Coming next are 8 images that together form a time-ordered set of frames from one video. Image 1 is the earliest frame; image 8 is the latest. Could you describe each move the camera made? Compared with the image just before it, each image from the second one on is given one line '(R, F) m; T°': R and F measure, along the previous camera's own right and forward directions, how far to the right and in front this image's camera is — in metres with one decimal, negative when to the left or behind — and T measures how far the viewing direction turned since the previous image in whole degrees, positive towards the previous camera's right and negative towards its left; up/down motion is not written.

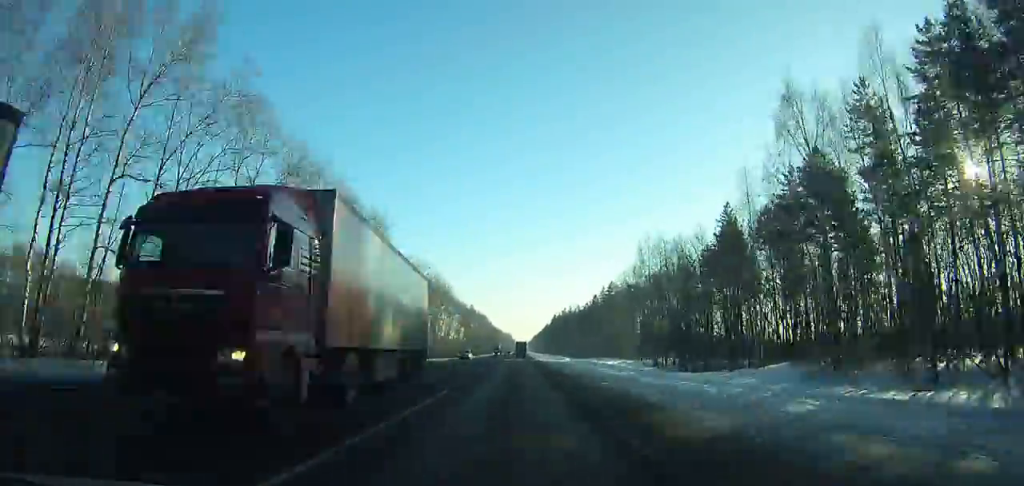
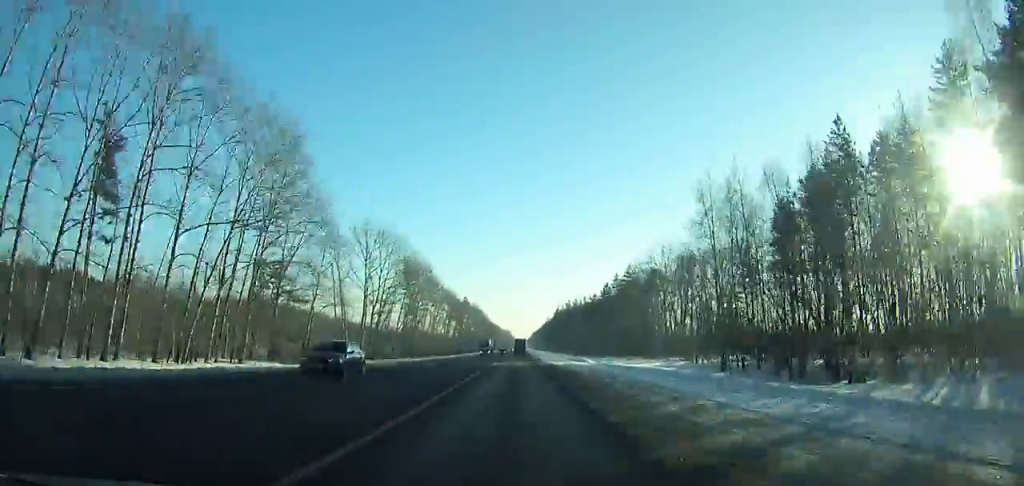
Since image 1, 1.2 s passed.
(-0.1, +30.8) m; 0°
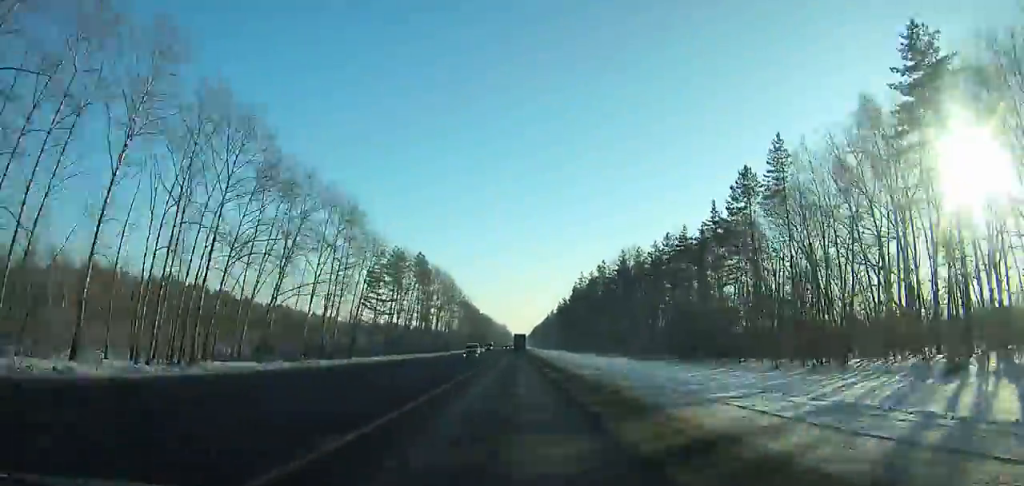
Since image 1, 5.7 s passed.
(+0.8, +117.3) m; 0°
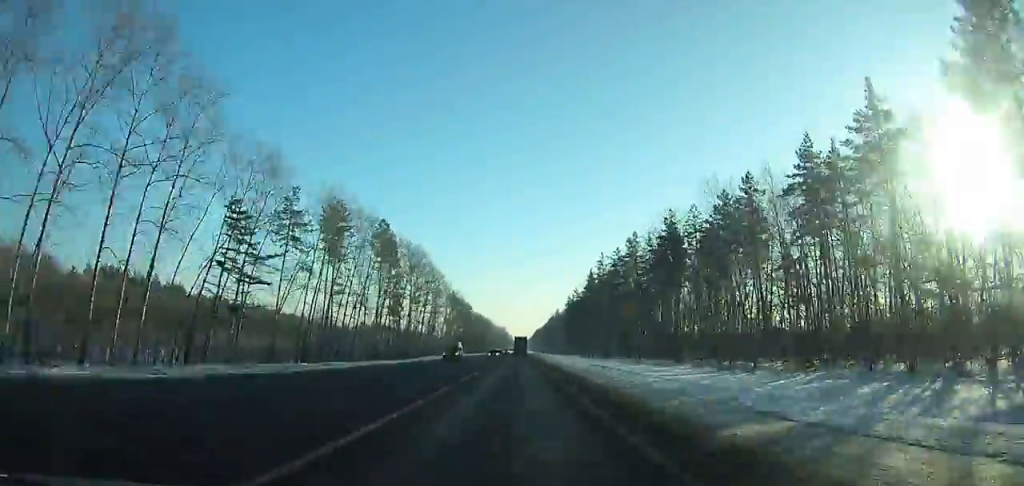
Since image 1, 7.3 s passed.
(+0.1, +42.0) m; 0°
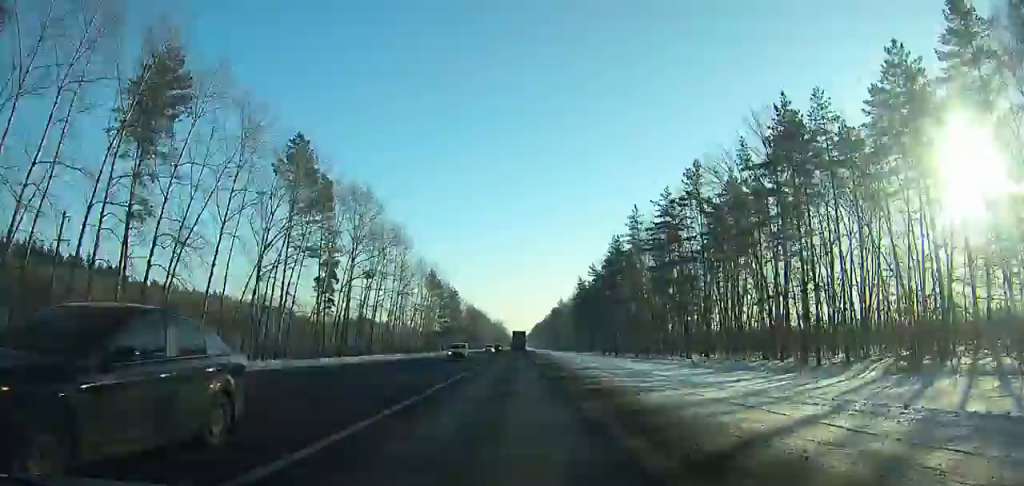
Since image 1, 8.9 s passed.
(-0.2, +42.2) m; 0°
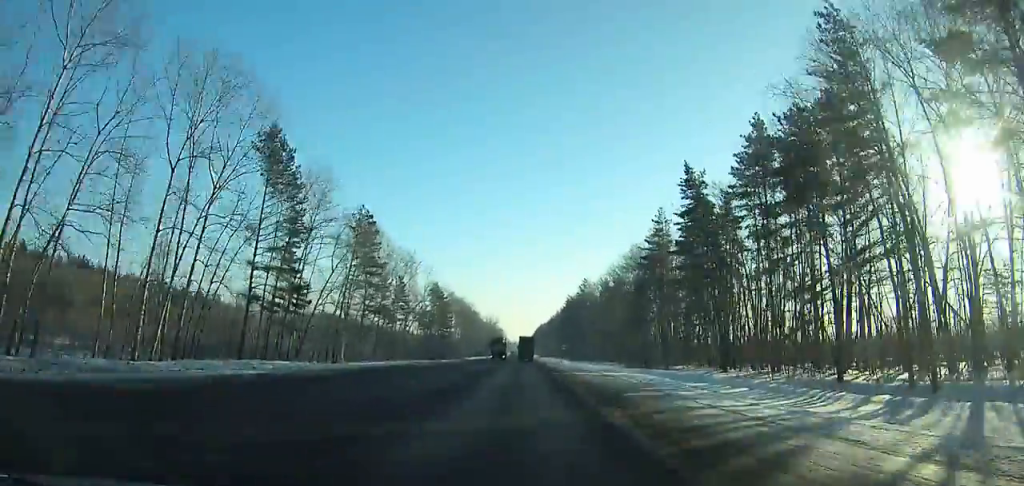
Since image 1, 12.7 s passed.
(+0.2, +100.1) m; 0°
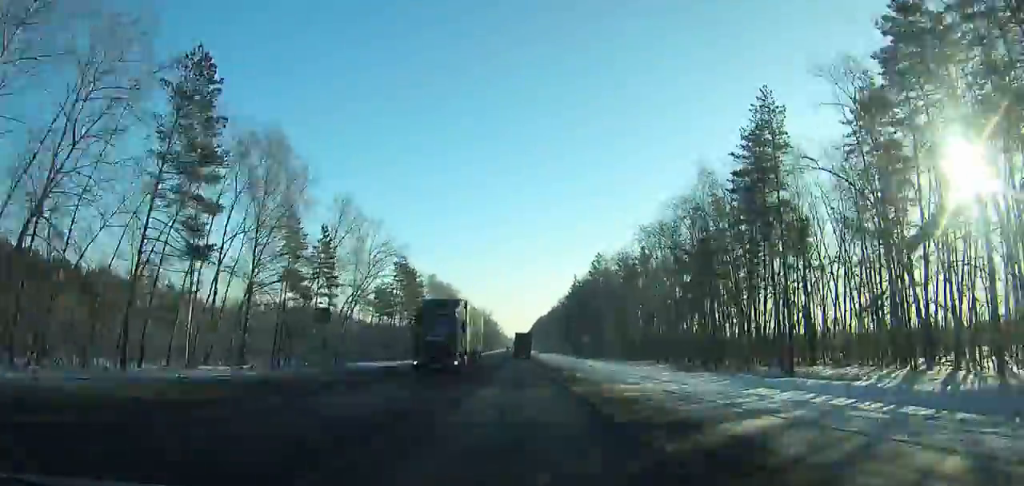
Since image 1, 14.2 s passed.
(+0.1, +39.3) m; 0°
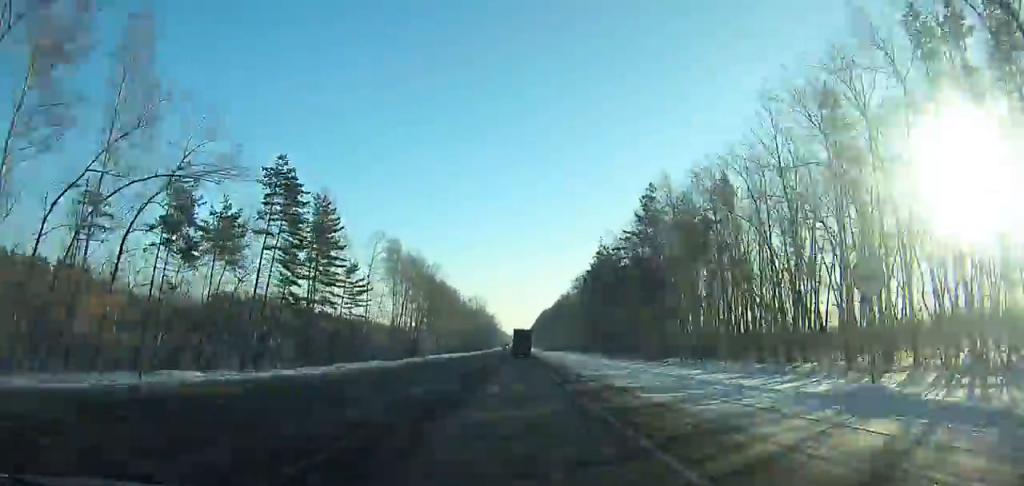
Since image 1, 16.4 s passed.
(+0.1, +57.6) m; 0°
